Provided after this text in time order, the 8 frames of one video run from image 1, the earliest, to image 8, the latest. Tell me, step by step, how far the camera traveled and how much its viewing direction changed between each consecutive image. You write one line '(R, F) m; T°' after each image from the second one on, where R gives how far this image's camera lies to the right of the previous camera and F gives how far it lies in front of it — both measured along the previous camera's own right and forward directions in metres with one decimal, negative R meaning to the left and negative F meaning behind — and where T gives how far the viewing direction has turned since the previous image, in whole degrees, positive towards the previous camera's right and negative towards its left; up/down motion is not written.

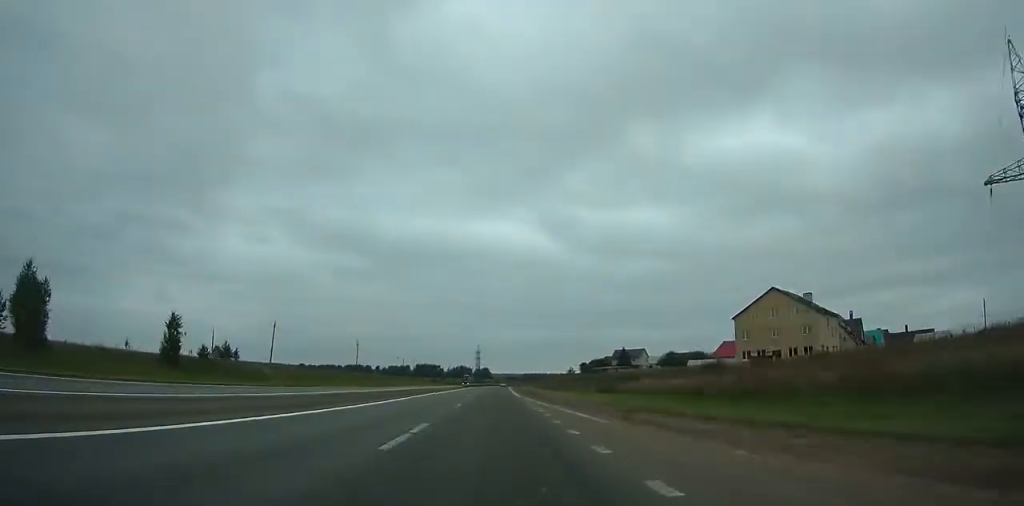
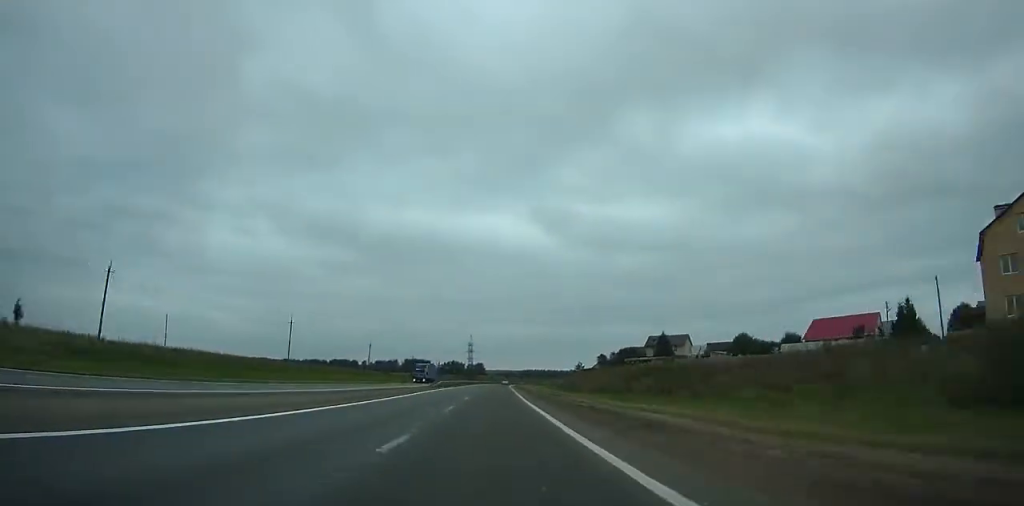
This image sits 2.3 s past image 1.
(+0.3, +52.7) m; +1°
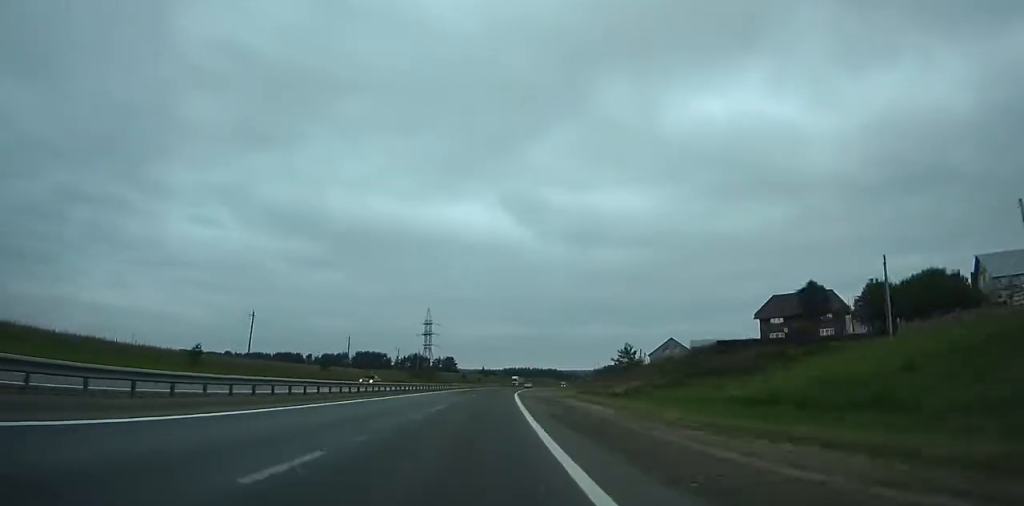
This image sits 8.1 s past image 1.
(+1.8, +135.6) m; +2°
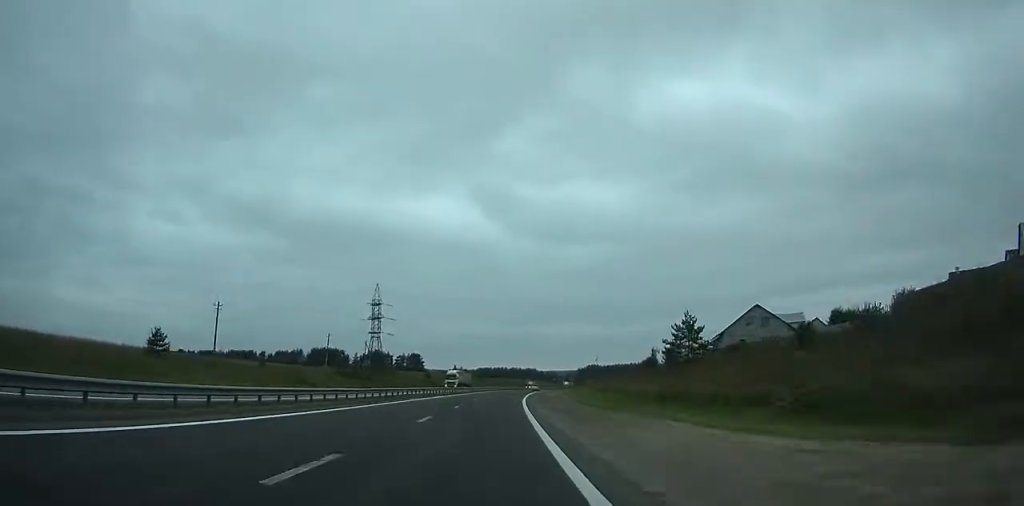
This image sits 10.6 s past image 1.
(+0.4, +59.5) m; +2°
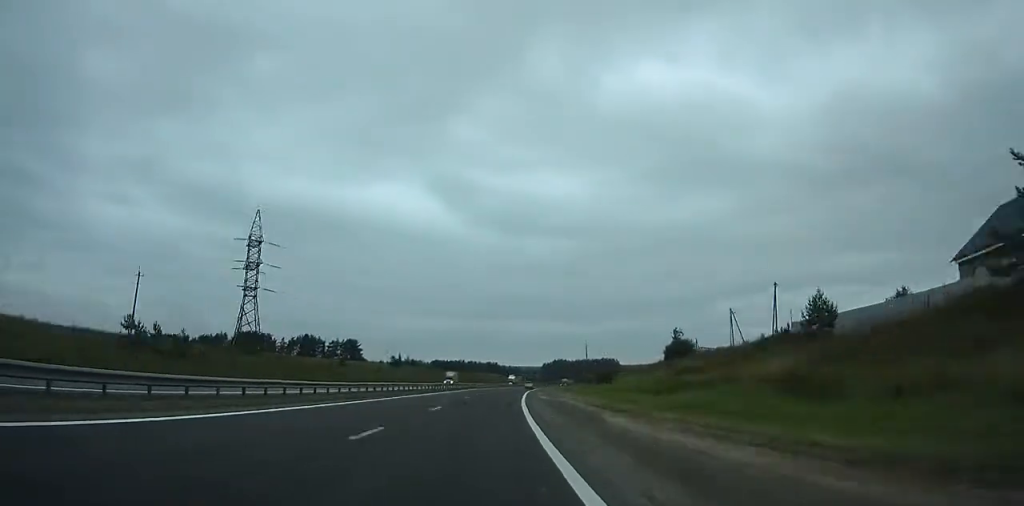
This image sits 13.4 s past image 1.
(+1.7, +67.3) m; +3°
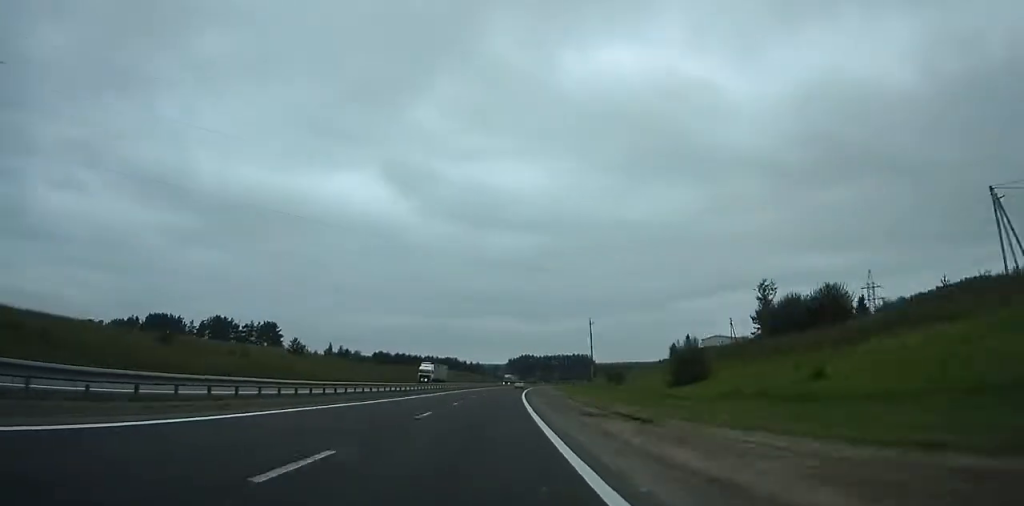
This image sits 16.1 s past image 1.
(+2.2, +65.4) m; +4°
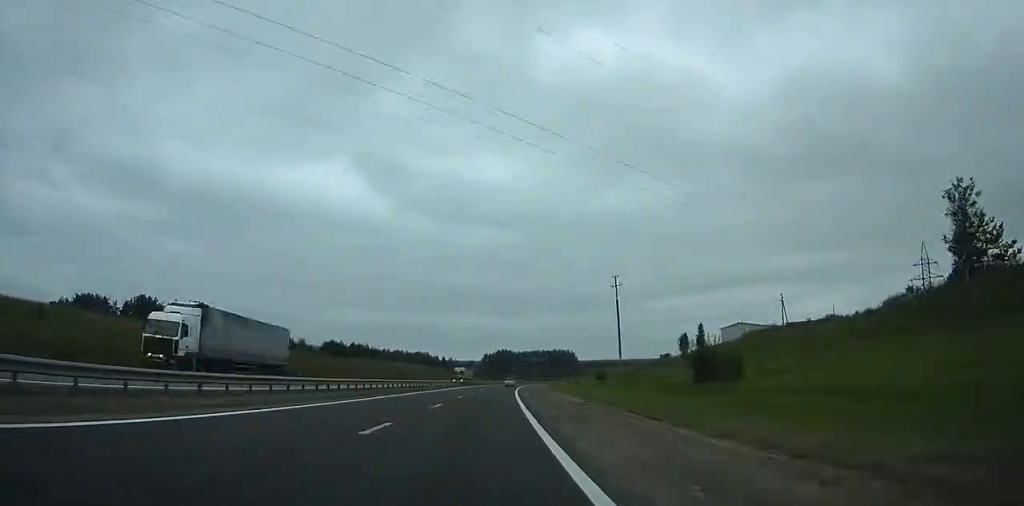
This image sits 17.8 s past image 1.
(+1.2, +41.3) m; +2°
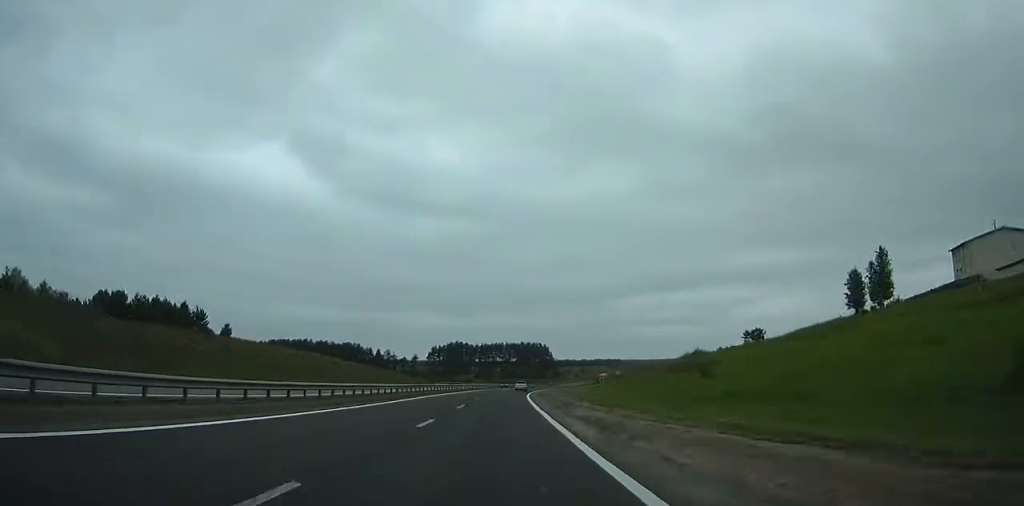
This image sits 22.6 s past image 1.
(+4.6, +116.2) m; +5°
